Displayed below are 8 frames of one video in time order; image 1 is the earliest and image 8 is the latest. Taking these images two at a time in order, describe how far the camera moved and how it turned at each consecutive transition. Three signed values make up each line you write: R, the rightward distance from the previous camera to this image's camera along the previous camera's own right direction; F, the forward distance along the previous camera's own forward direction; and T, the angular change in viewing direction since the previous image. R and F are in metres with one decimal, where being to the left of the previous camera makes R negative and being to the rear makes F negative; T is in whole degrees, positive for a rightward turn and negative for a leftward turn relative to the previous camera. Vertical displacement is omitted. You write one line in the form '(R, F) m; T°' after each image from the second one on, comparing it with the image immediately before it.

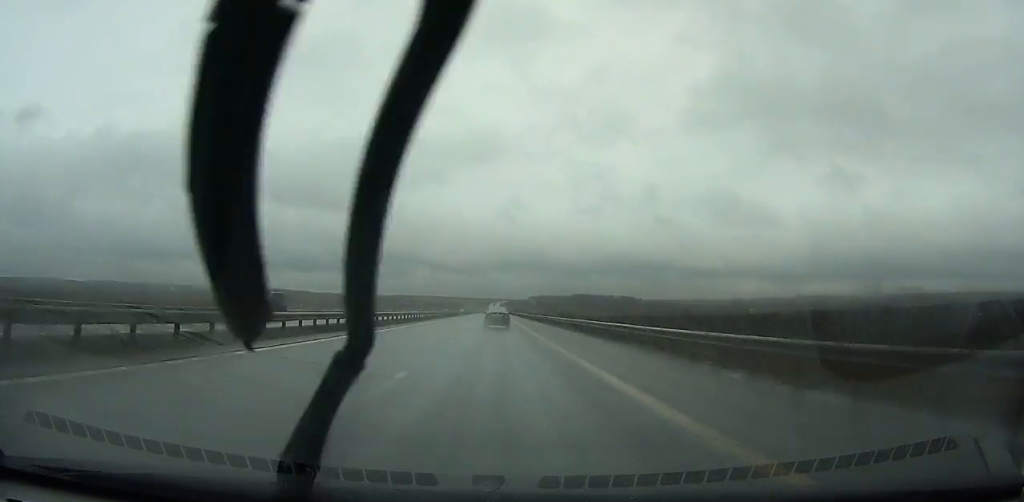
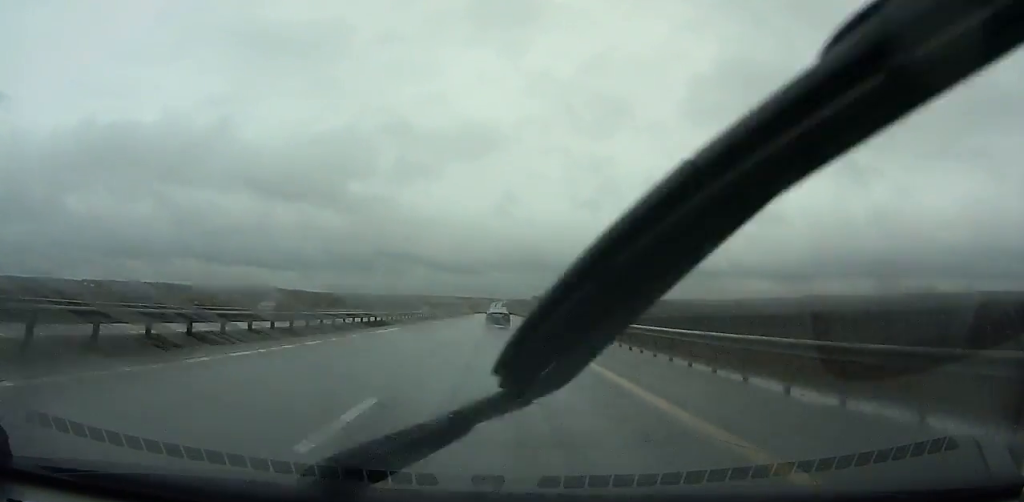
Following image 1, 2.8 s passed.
(0.0, +76.8) m; 0°
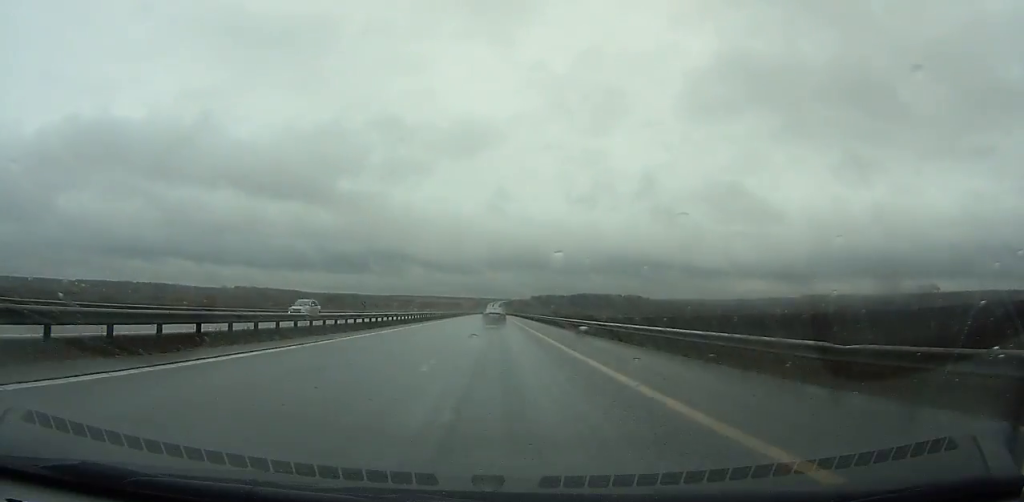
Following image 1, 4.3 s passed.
(0.0, +40.9) m; 0°
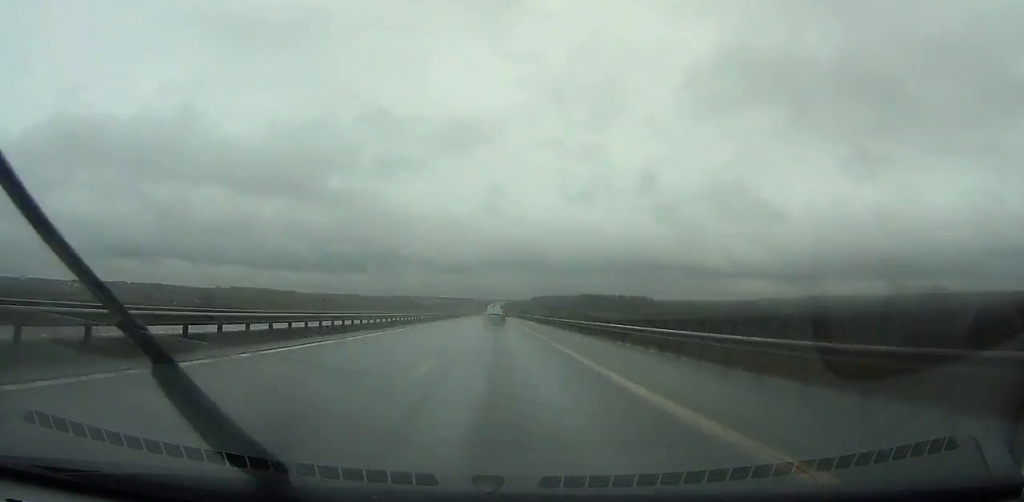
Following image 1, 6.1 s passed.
(-0.1, +49.2) m; 0°
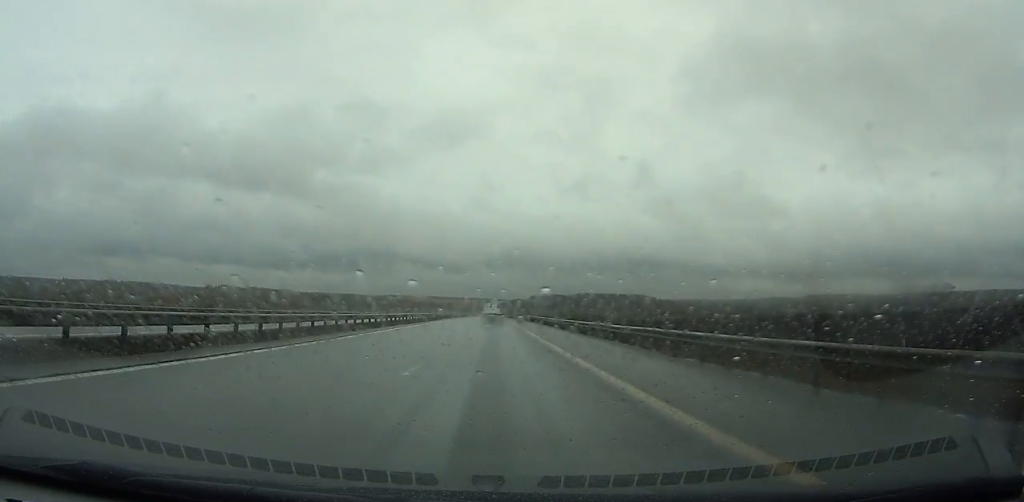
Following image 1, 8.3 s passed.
(+0.2, +60.4) m; 0°
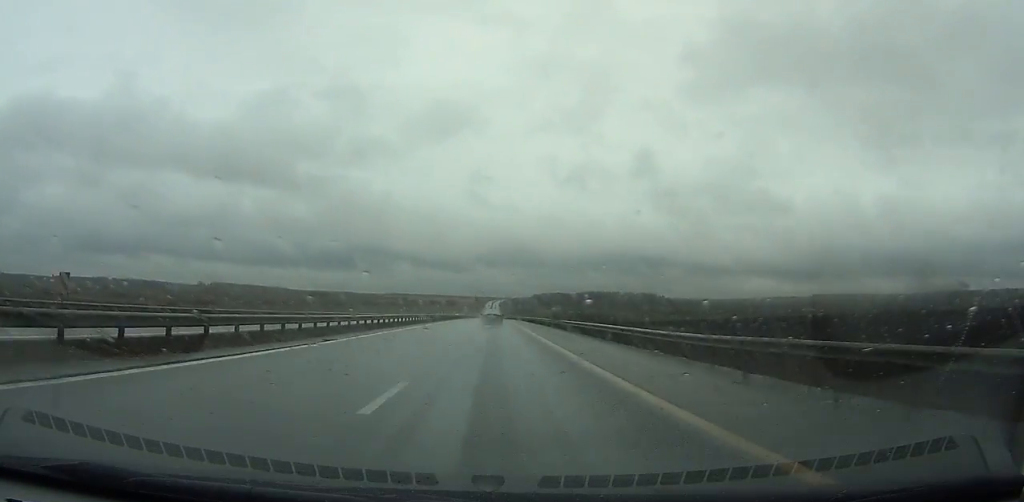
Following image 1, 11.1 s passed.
(+0.1, +77.6) m; 0°
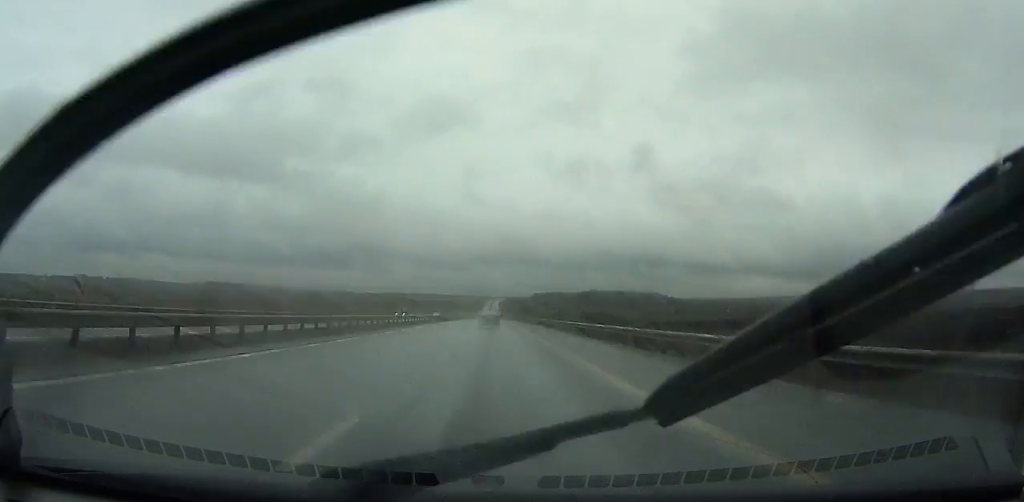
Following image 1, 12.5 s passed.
(0.0, +39.1) m; 0°
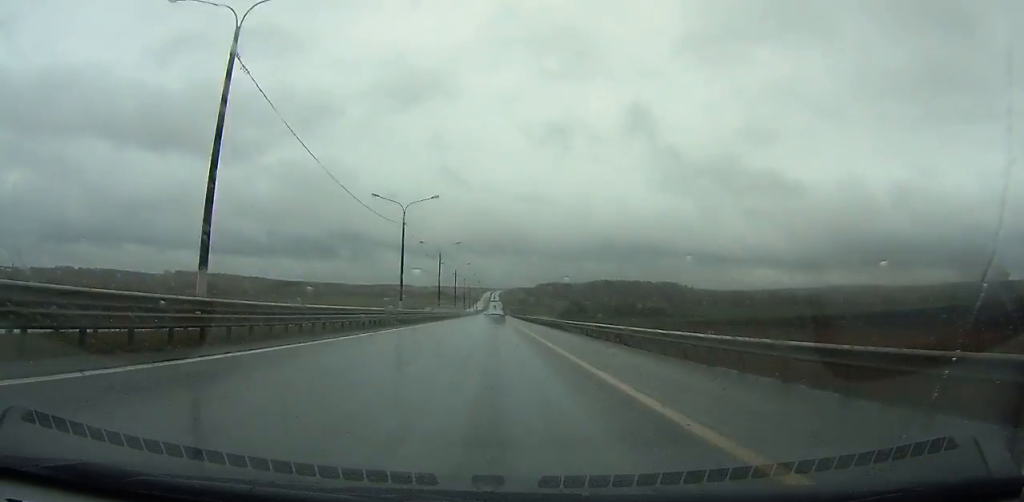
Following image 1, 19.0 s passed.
(-0.3, +184.5) m; 0°
